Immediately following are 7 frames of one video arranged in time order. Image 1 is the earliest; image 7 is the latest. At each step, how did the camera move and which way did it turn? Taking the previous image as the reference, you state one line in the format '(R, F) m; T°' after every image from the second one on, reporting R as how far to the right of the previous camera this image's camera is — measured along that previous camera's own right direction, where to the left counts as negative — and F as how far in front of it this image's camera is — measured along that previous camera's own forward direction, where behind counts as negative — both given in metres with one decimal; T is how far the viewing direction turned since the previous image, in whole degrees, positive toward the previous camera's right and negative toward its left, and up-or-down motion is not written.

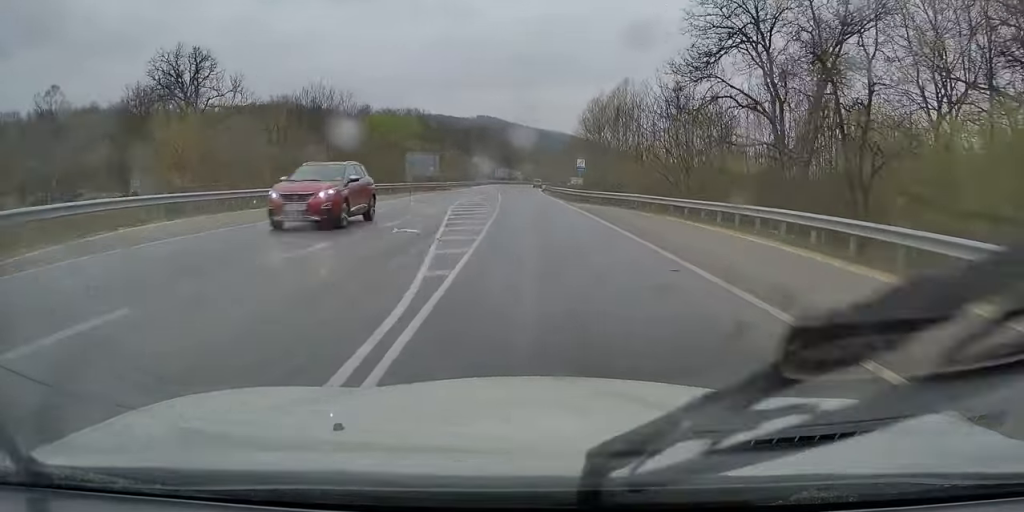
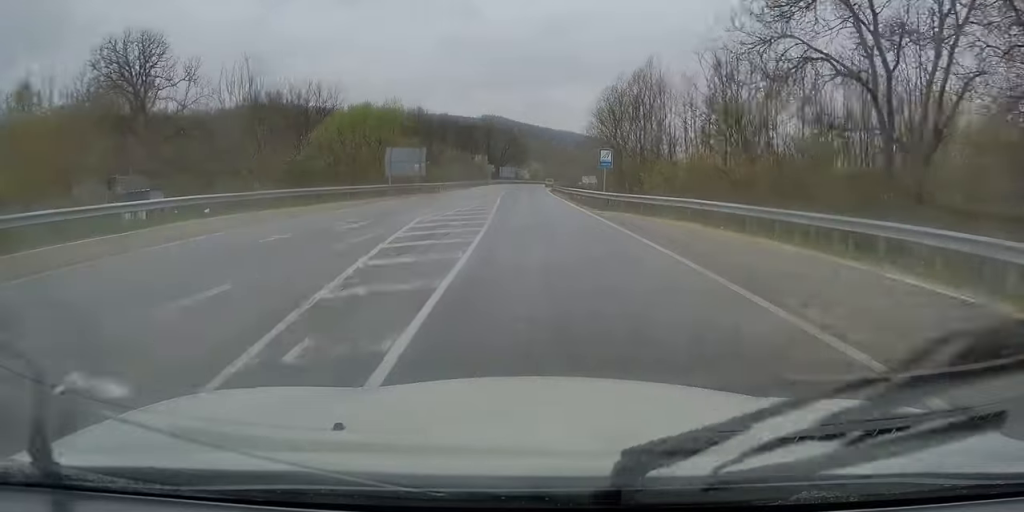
(-0.1, +10.9) m; 0°
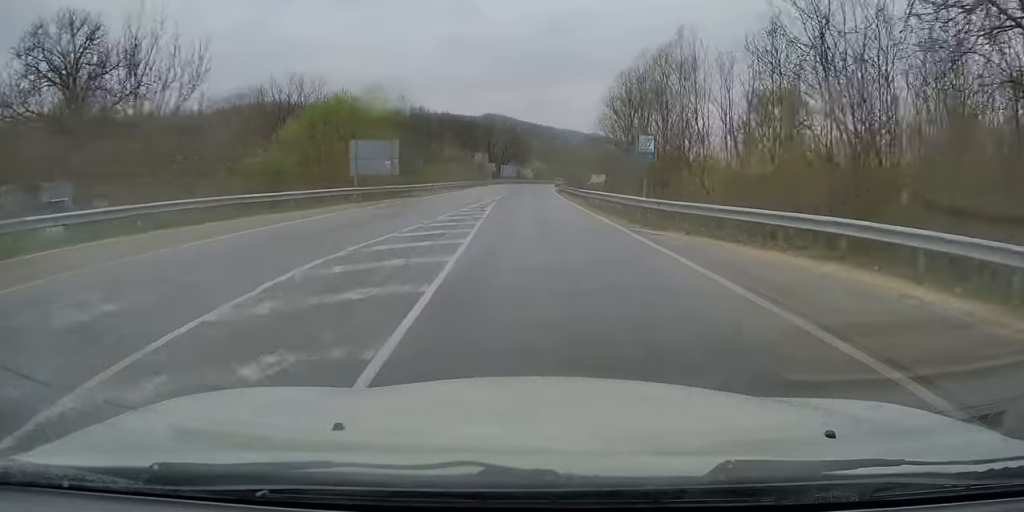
(+0.3, +10.5) m; 0°
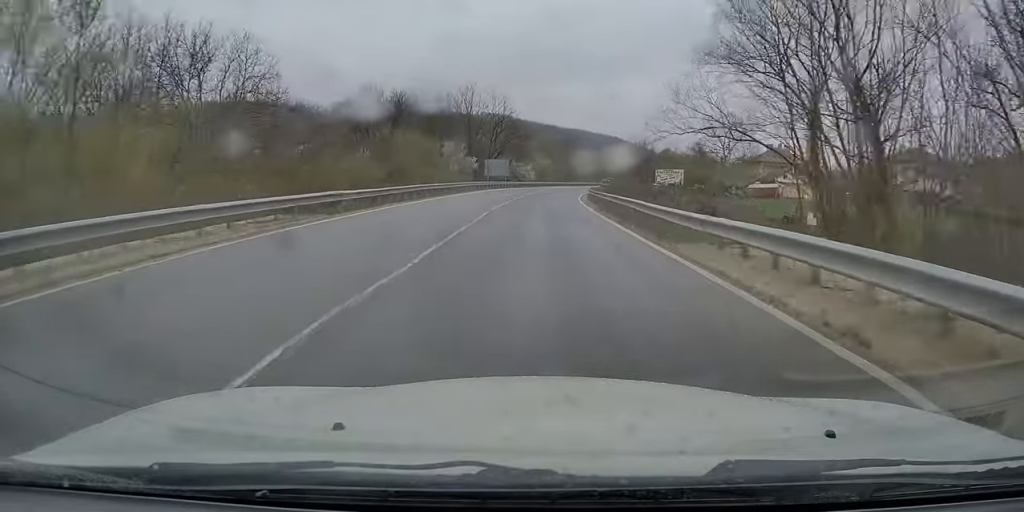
(+0.1, +47.0) m; +1°
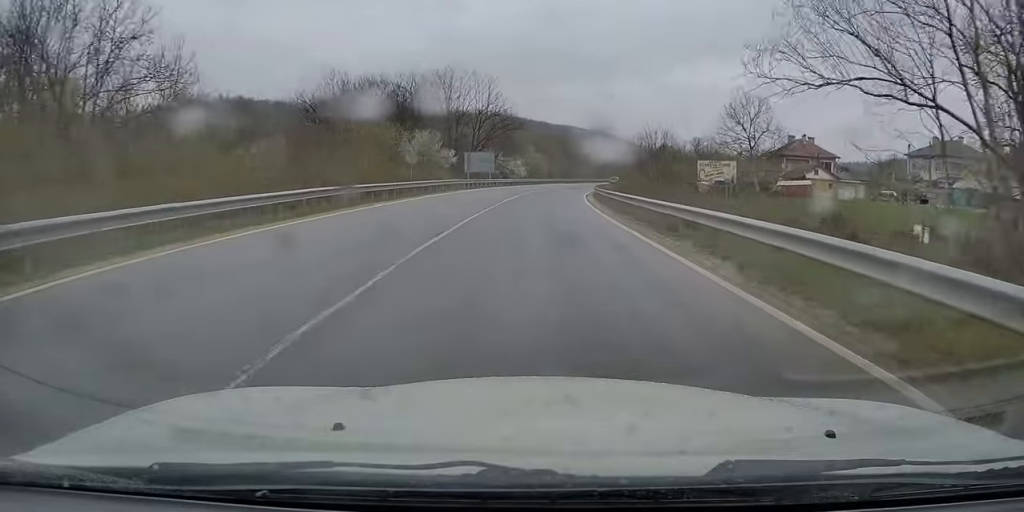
(+0.1, +14.4) m; 0°
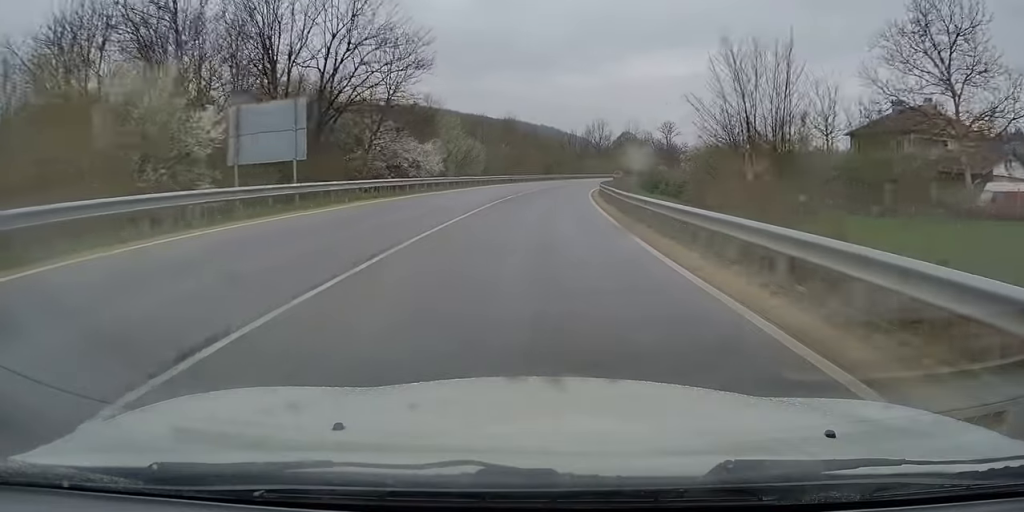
(+1.3, +45.9) m; +5°
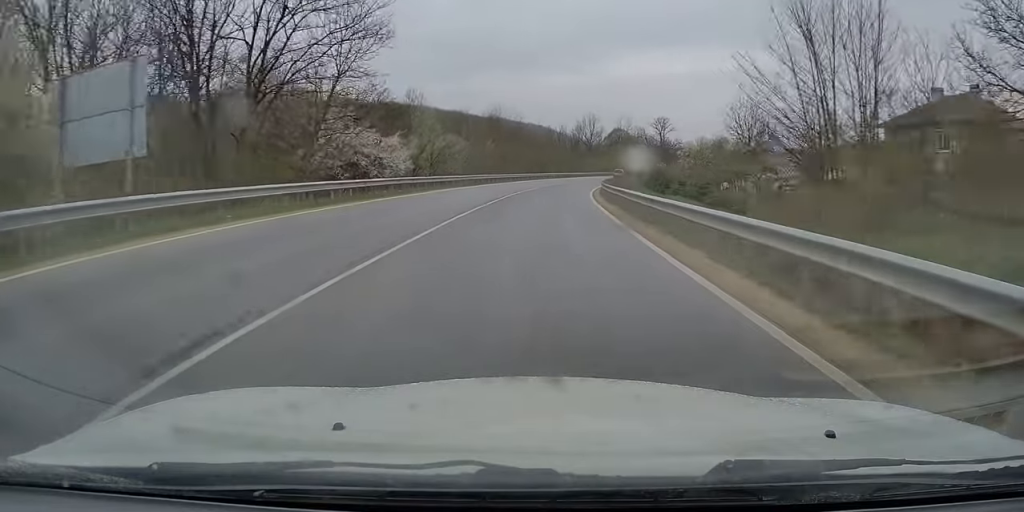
(+0.1, +8.9) m; +1°
